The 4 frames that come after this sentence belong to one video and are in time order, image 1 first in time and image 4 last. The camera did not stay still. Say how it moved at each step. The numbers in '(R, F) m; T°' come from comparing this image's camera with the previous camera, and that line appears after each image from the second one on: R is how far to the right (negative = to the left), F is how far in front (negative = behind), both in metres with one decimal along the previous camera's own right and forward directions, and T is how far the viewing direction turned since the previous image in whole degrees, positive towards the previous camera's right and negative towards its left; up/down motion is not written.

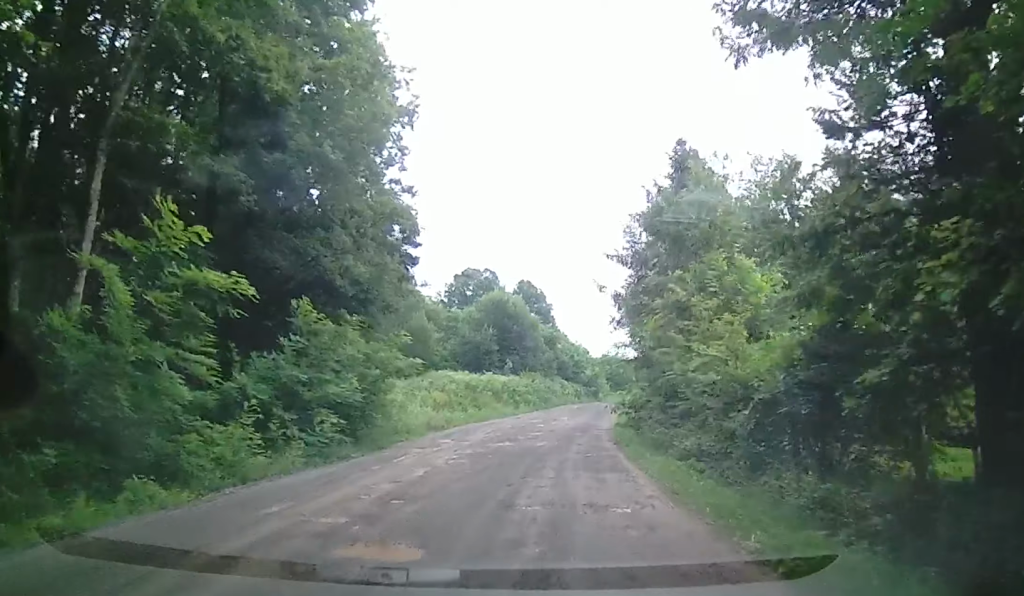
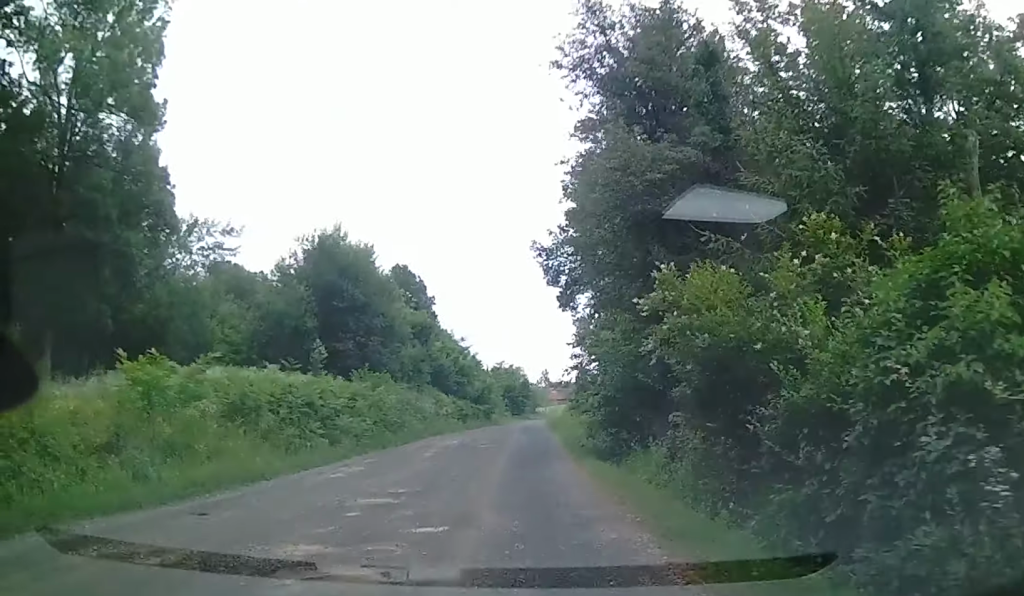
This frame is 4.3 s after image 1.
(+0.2, +31.4) m; +2°
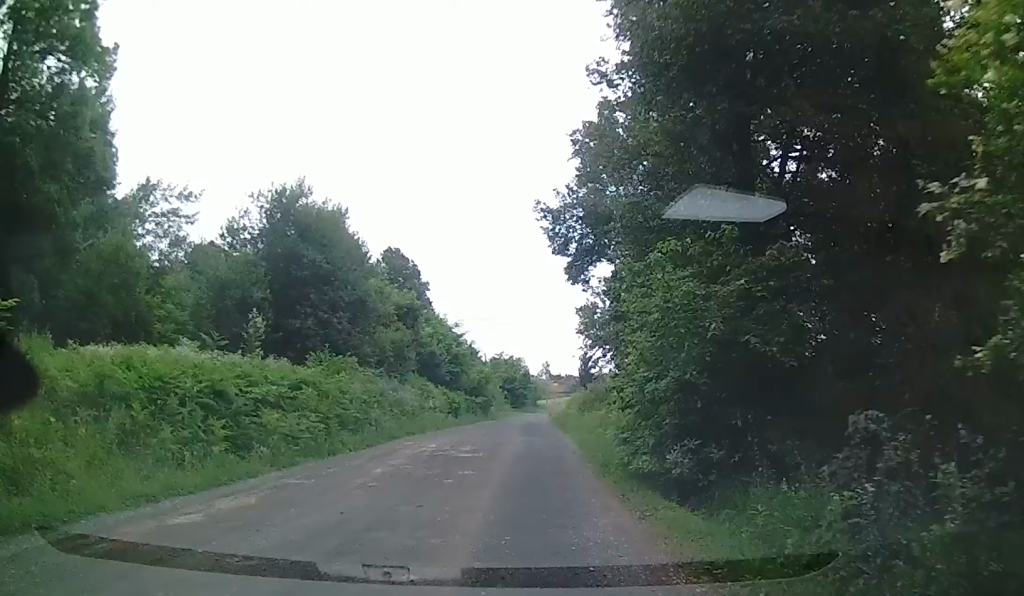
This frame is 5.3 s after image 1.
(+0.2, +7.8) m; -1°
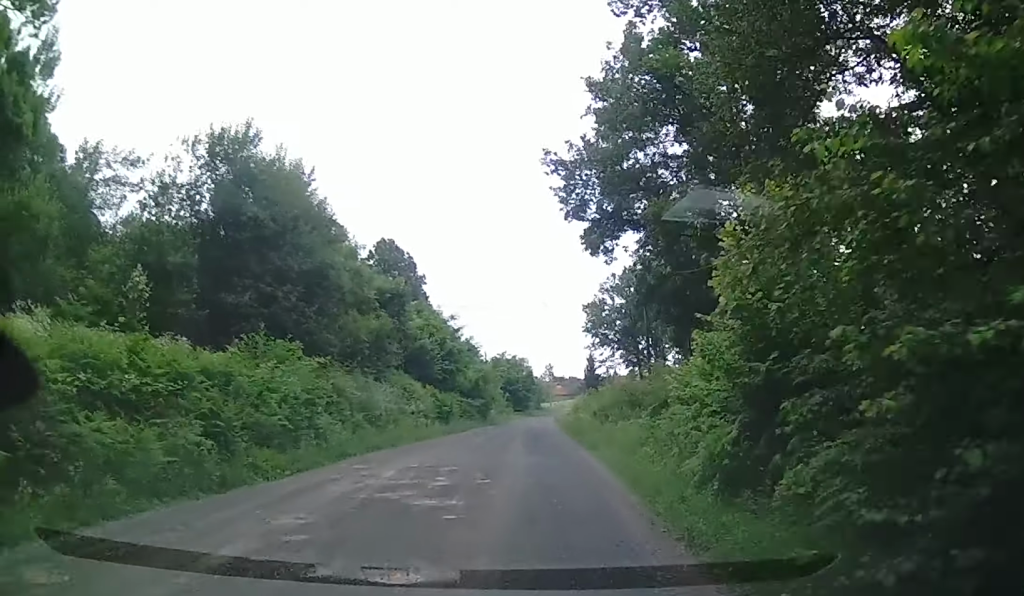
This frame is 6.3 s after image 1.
(-0.3, +8.0) m; -3°
